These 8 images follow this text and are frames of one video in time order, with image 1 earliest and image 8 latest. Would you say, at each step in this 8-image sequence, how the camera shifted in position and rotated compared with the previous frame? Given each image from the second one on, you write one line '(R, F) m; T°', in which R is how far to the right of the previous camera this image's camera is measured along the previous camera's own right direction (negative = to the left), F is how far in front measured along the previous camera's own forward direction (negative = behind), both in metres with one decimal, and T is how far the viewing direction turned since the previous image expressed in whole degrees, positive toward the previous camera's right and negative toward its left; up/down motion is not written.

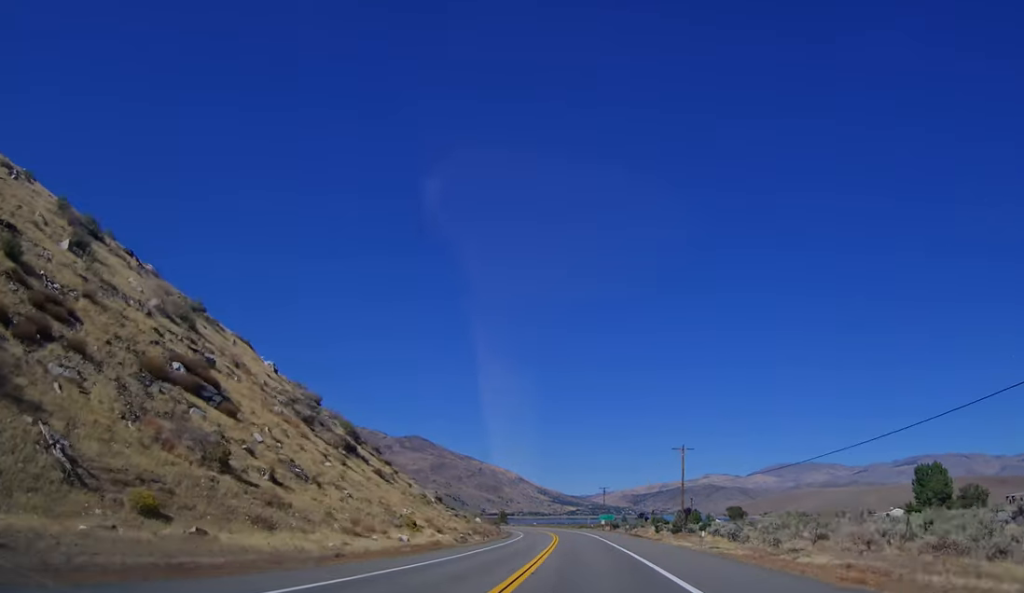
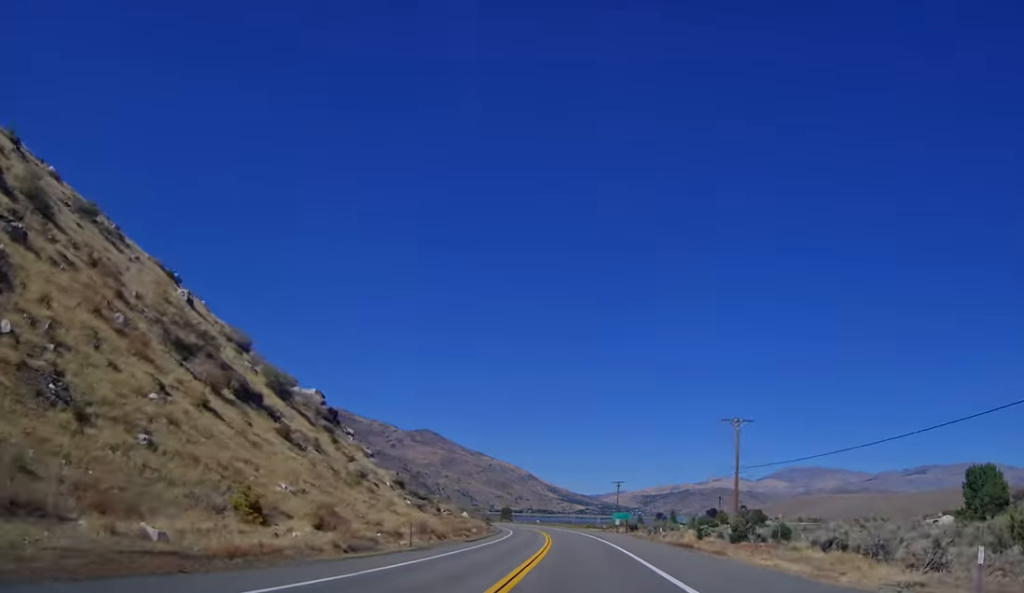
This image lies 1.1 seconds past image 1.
(-0.1, +26.3) m; -1°
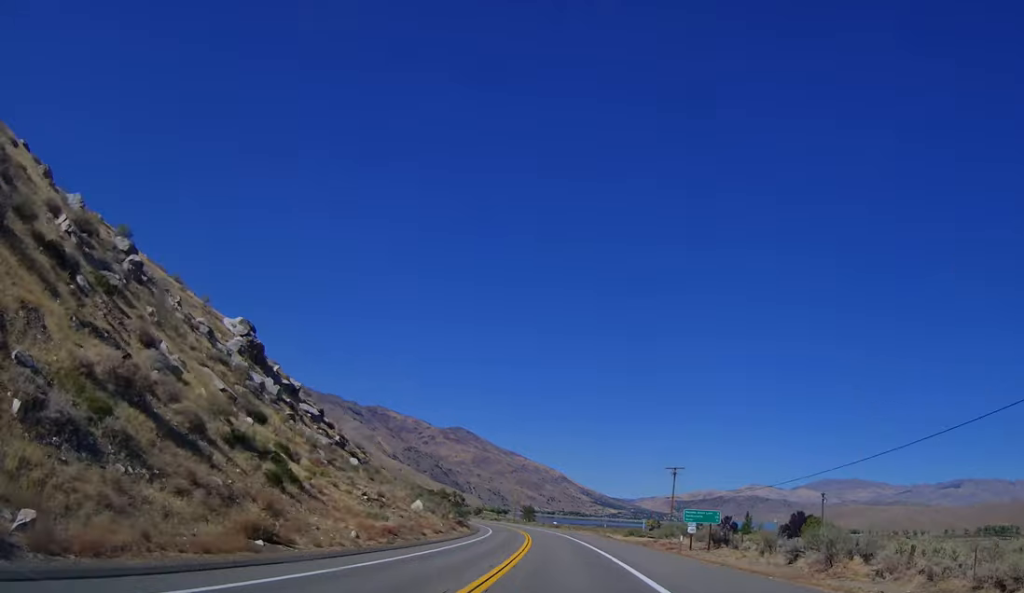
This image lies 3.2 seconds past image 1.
(-0.4, +52.6) m; -3°
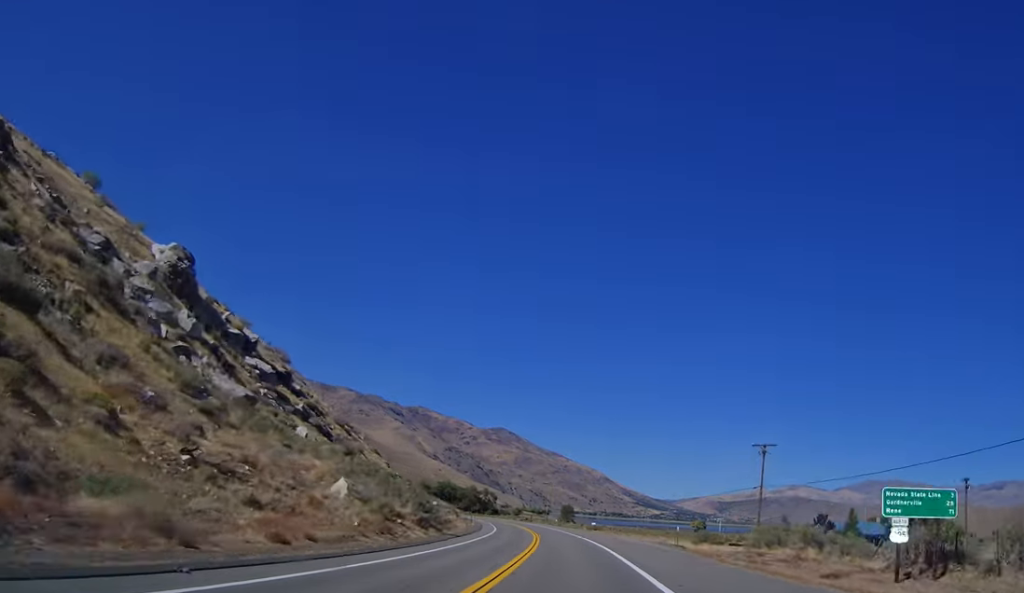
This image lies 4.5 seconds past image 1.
(-0.1, +32.8) m; -3°
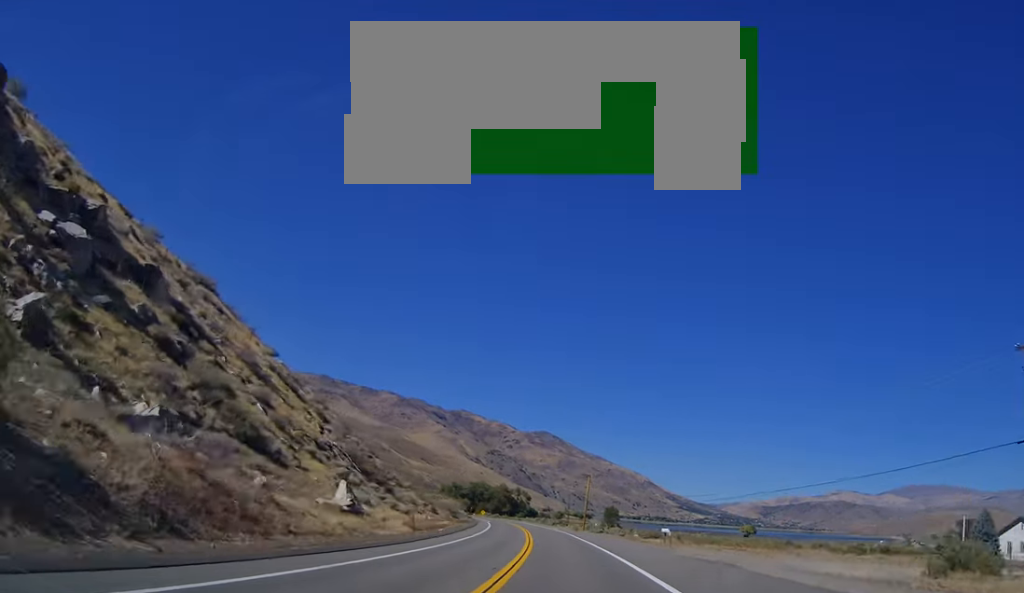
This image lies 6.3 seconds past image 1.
(-2.1, +44.0) m; -4°
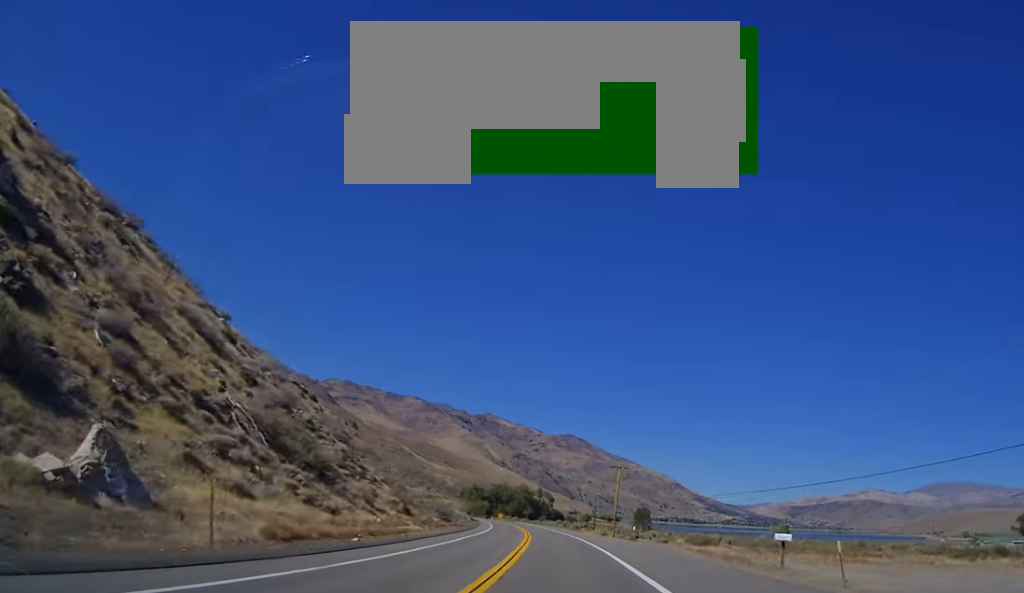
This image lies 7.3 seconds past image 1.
(-0.7, +24.4) m; -2°
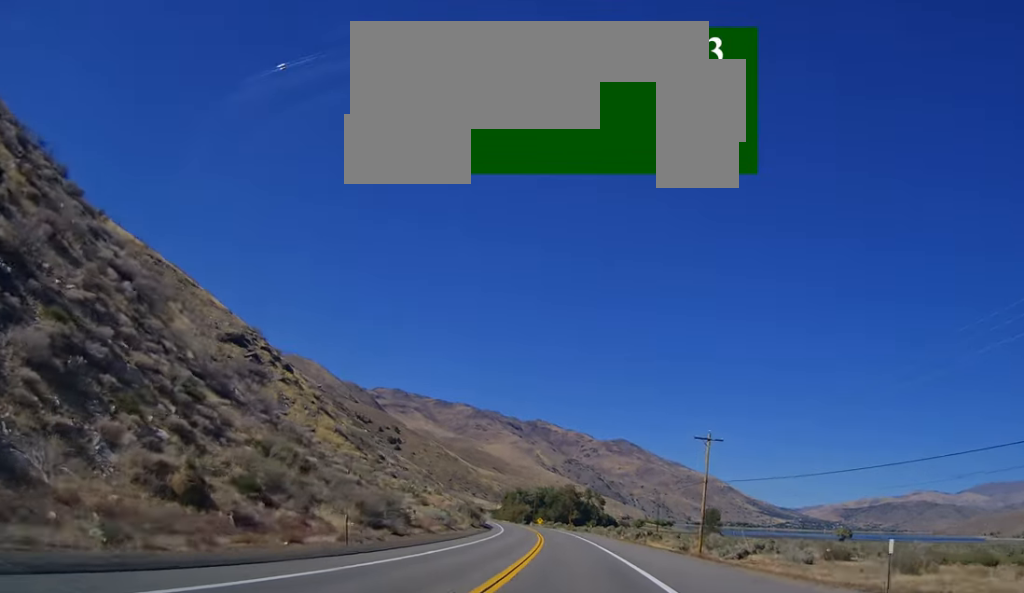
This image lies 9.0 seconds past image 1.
(-0.9, +40.6) m; -3°
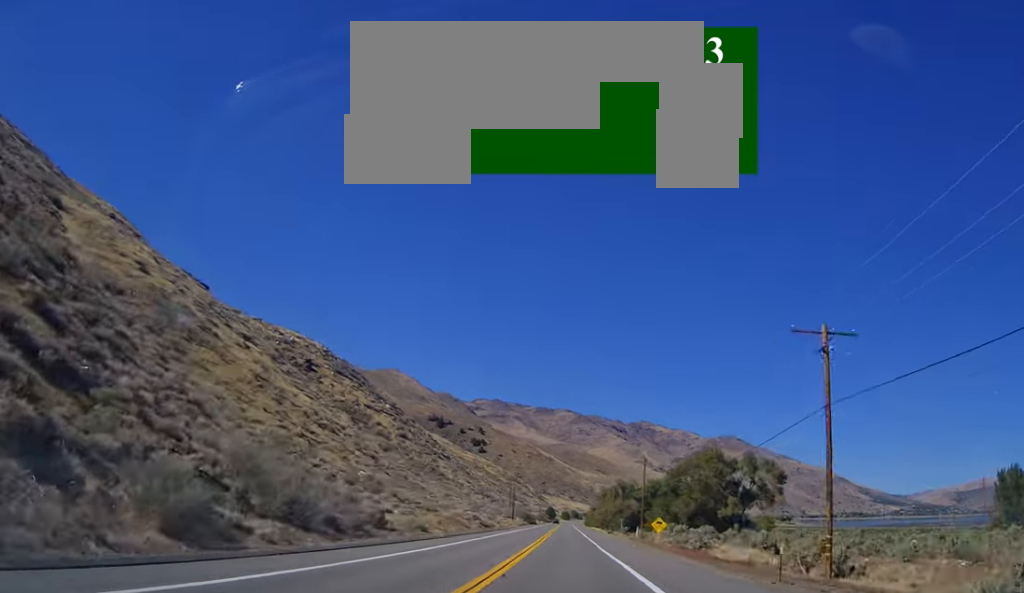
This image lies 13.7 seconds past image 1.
(-10.6, +113.7) m; -10°
